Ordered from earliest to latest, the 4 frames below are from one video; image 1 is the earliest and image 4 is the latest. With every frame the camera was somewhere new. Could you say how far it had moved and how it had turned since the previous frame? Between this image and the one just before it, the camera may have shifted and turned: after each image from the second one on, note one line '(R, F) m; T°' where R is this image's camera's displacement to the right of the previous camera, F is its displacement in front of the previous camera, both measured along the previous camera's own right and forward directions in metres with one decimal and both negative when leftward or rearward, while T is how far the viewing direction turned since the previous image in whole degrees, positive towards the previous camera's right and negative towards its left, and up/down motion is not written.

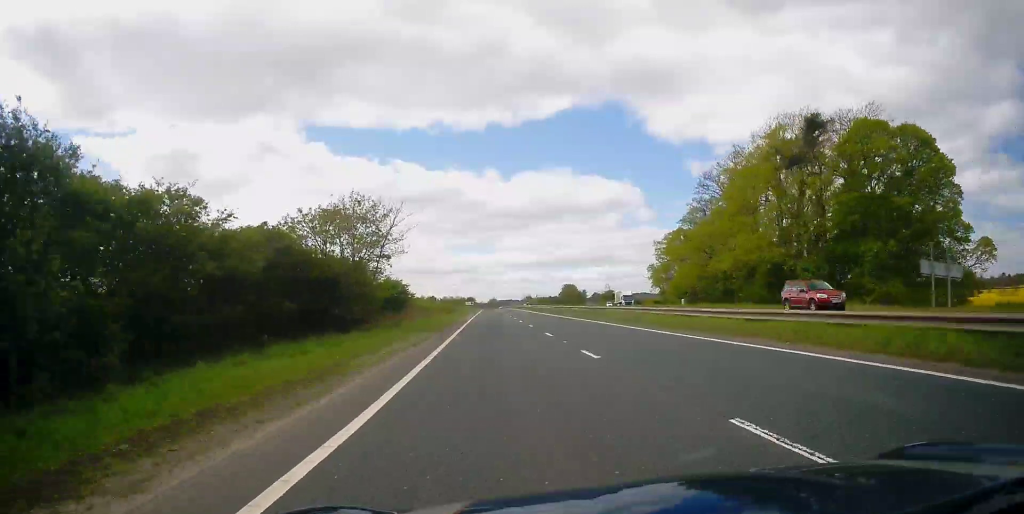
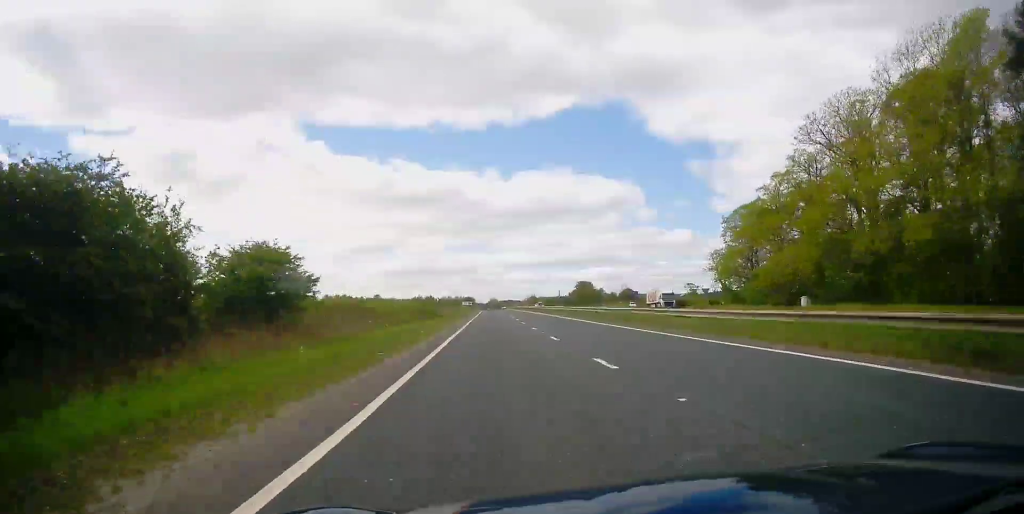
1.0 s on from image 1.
(0.0, +28.9) m; 0°
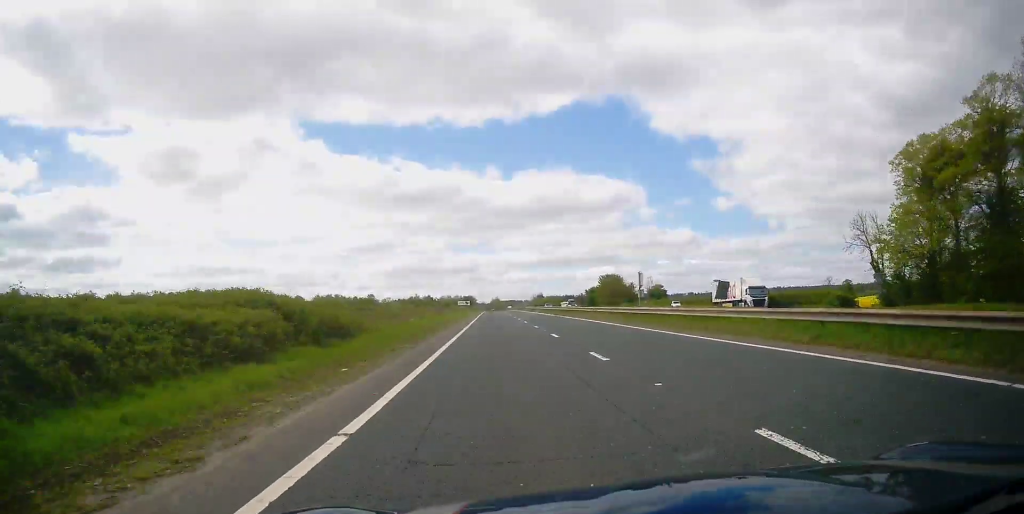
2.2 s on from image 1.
(0.0, +34.6) m; 0°
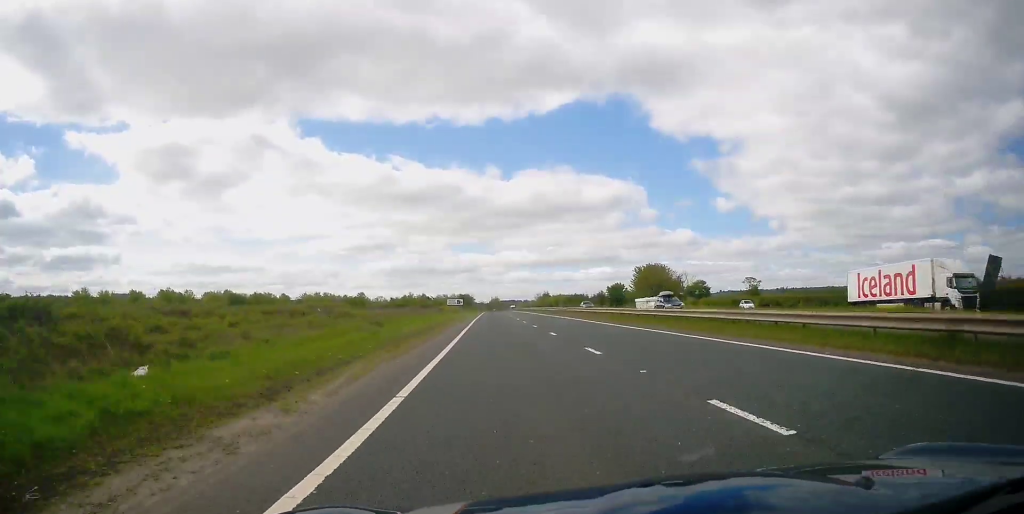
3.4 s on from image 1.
(-0.1, +34.0) m; 0°
